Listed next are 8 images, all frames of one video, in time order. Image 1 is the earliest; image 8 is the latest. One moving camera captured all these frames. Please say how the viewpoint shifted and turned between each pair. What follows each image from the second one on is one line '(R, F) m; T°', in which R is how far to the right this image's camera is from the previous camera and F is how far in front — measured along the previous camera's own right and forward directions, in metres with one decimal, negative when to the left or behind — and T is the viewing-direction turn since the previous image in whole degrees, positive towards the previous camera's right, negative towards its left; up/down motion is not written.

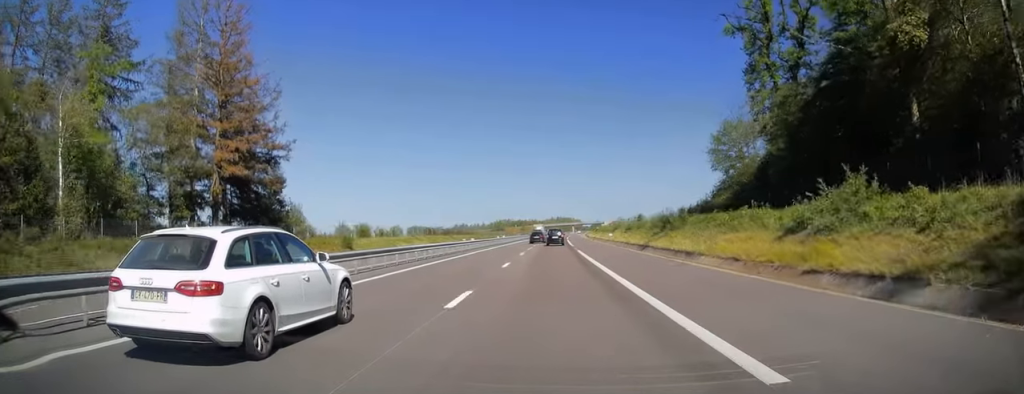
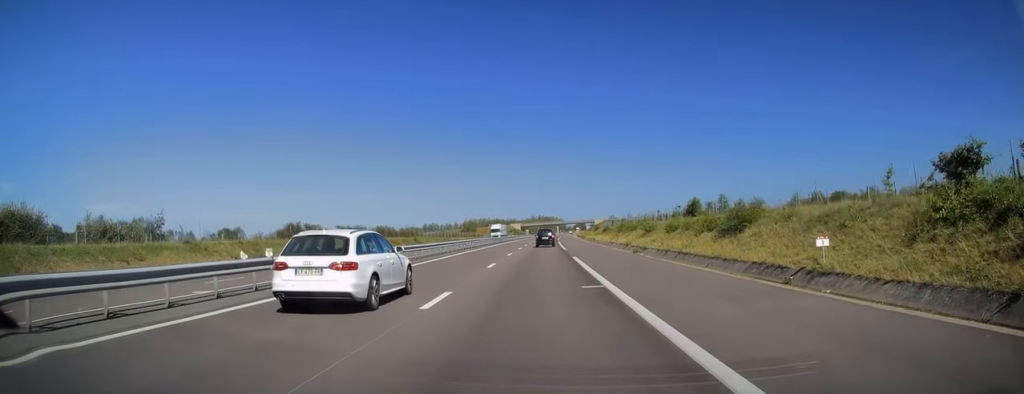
(+0.5, +64.8) m; +1°
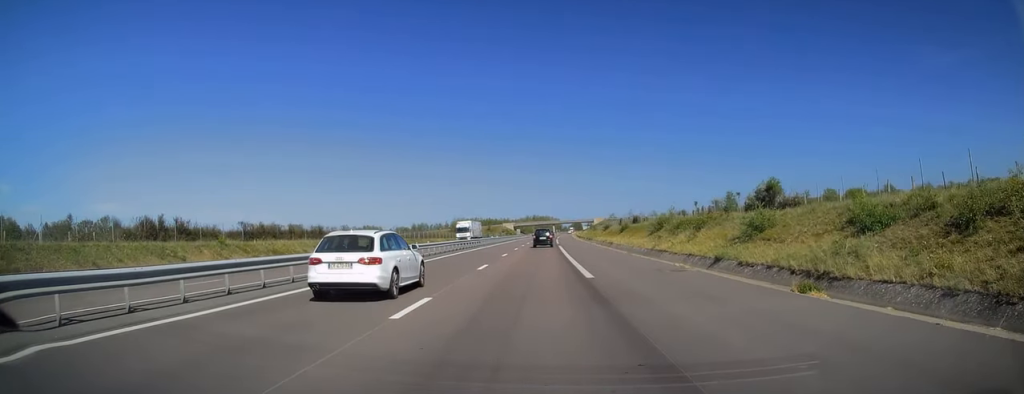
(+0.2, +27.0) m; 0°
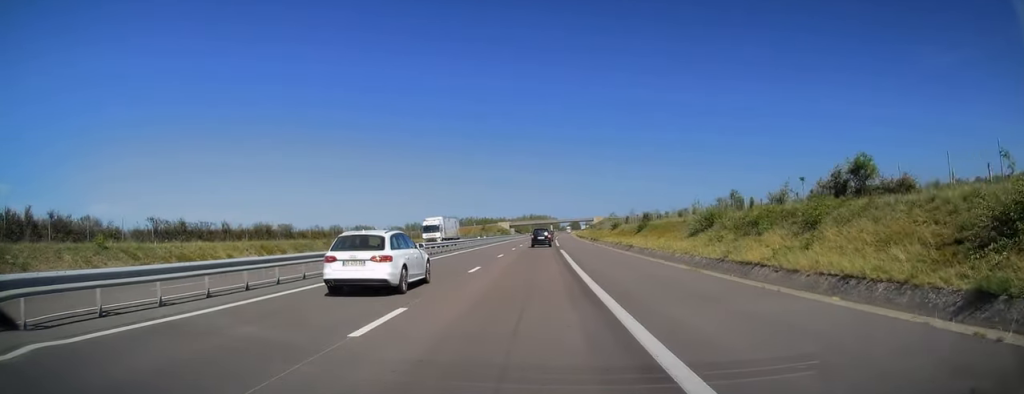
(-0.2, +14.7) m; 0°
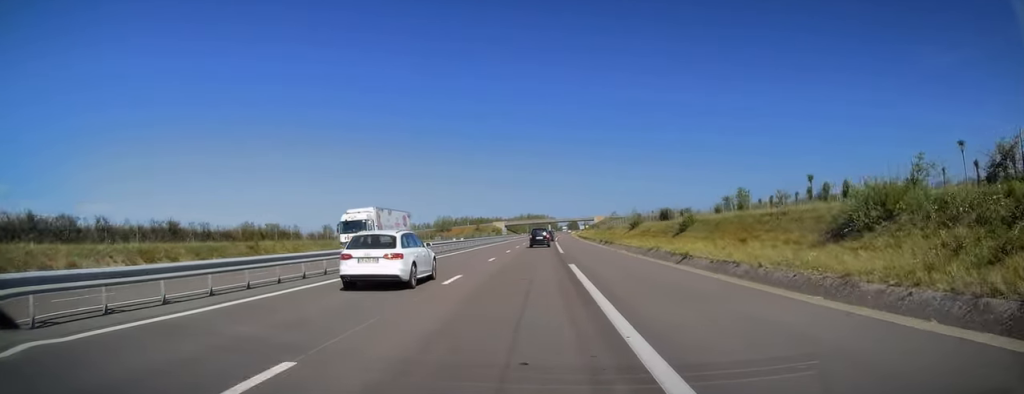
(+0.2, +17.7) m; 0°
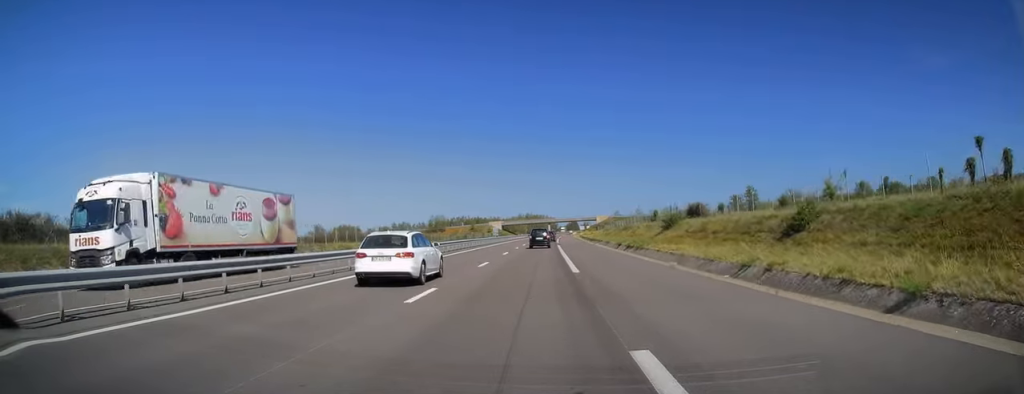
(+0.2, +17.2) m; 0°
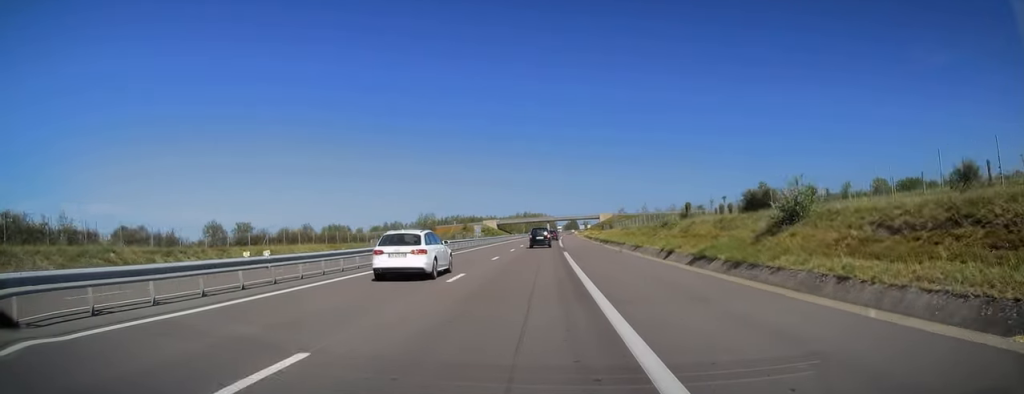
(-0.3, +21.1) m; 0°
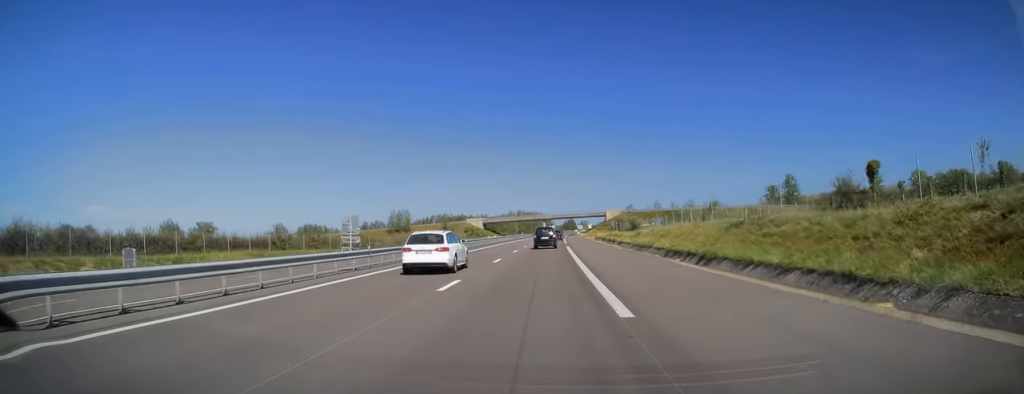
(+0.5, +41.2) m; +1°
